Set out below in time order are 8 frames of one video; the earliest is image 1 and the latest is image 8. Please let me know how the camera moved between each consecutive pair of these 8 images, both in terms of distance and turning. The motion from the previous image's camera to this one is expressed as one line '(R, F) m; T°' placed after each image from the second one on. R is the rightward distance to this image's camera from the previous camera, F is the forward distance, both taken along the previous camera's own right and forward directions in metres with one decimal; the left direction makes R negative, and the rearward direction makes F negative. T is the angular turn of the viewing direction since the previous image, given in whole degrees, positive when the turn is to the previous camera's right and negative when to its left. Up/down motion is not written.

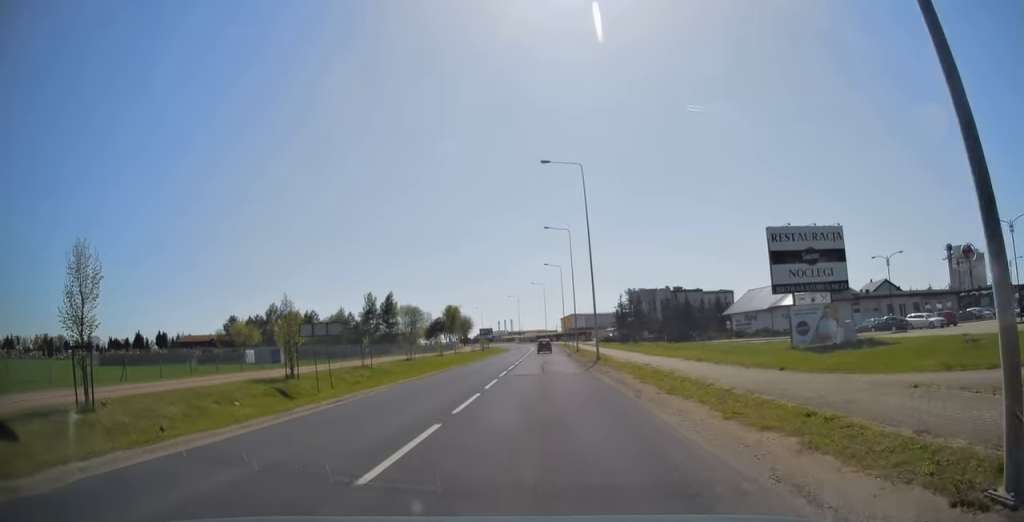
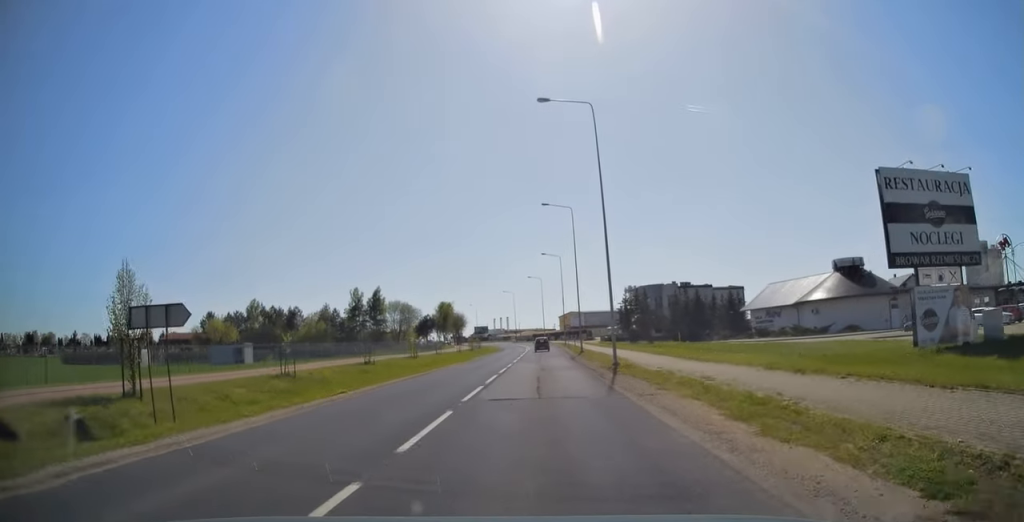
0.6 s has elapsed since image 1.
(0.0, +10.0) m; 0°
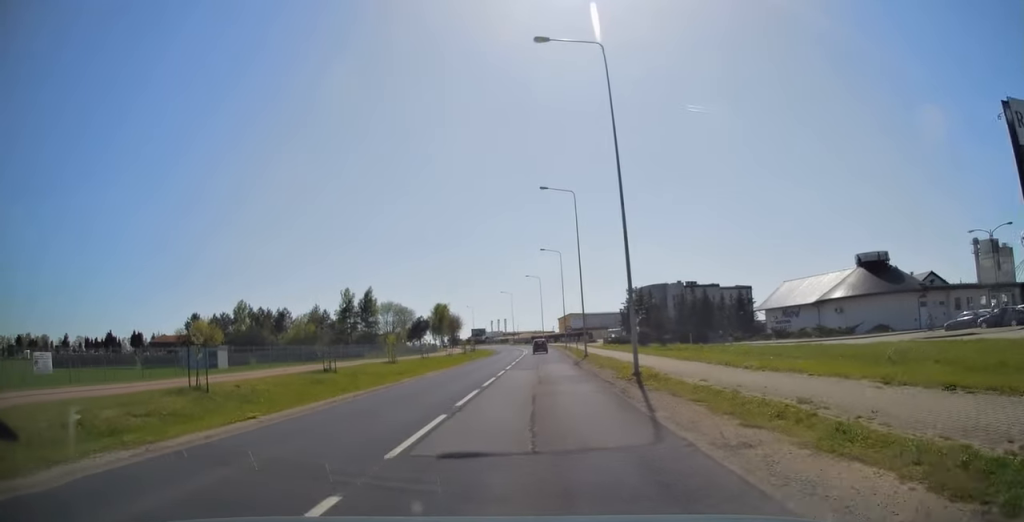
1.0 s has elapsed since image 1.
(0.0, +6.3) m; 0°
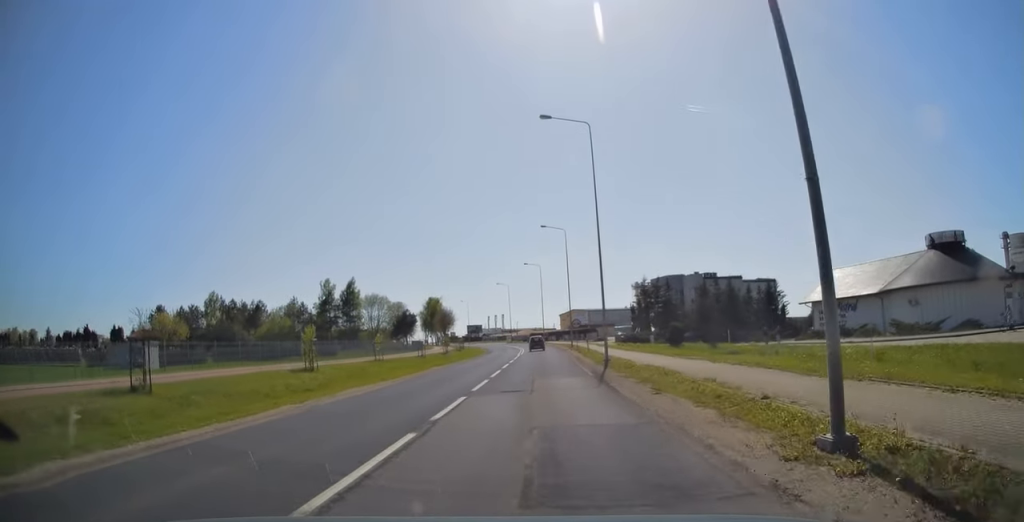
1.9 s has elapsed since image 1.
(0.0, +14.2) m; 0°
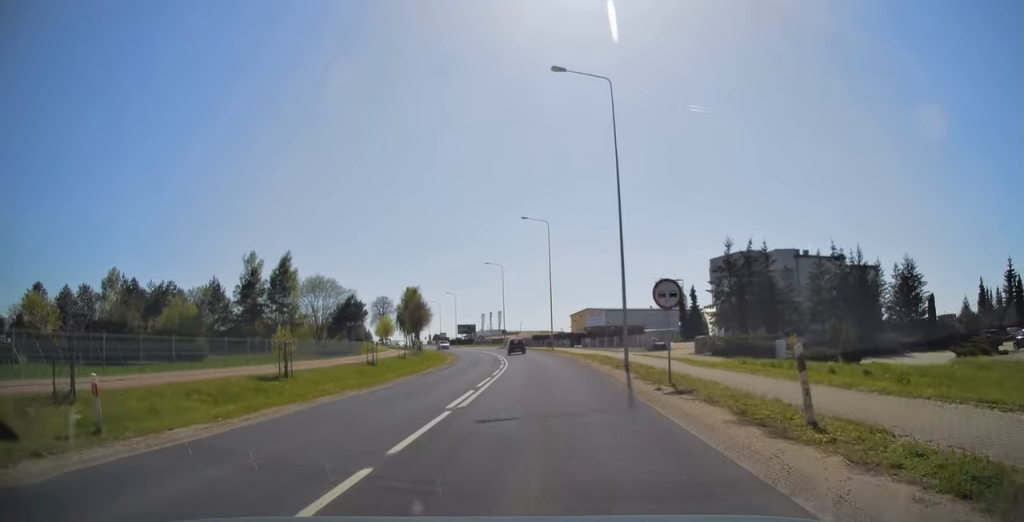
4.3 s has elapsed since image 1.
(-0.5, +37.9) m; -2°
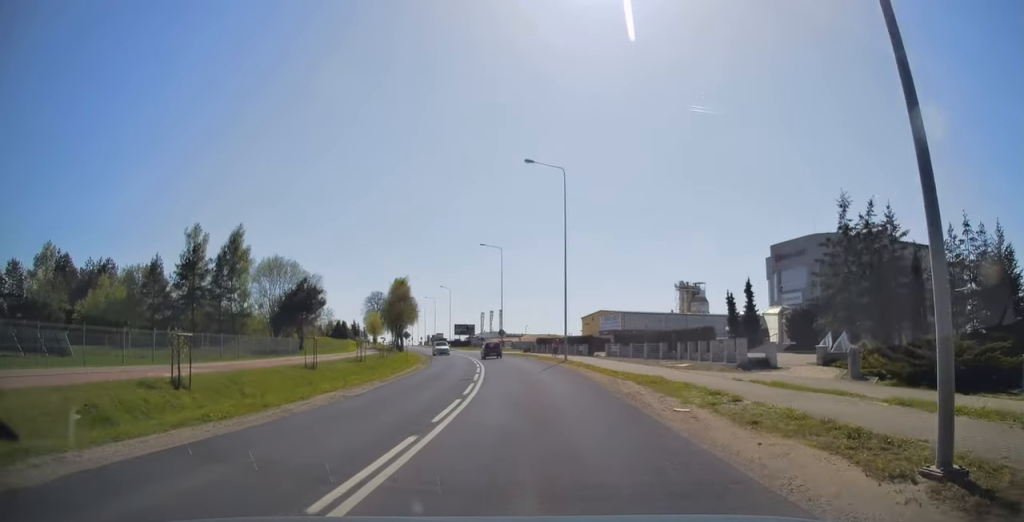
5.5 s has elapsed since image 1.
(0.0, +19.2) m; -1°
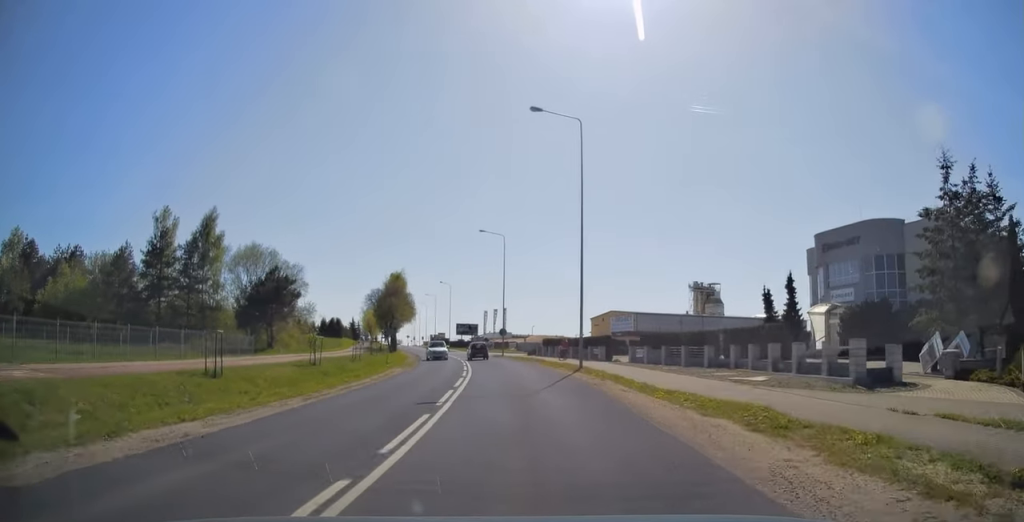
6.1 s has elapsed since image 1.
(0.0, +8.9) m; -1°
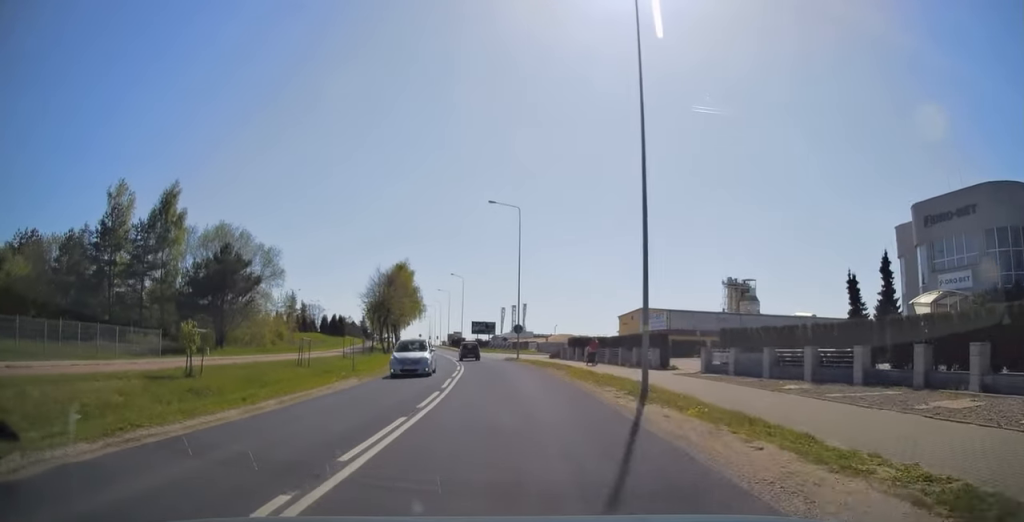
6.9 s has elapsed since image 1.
(-0.2, +12.7) m; -3°
